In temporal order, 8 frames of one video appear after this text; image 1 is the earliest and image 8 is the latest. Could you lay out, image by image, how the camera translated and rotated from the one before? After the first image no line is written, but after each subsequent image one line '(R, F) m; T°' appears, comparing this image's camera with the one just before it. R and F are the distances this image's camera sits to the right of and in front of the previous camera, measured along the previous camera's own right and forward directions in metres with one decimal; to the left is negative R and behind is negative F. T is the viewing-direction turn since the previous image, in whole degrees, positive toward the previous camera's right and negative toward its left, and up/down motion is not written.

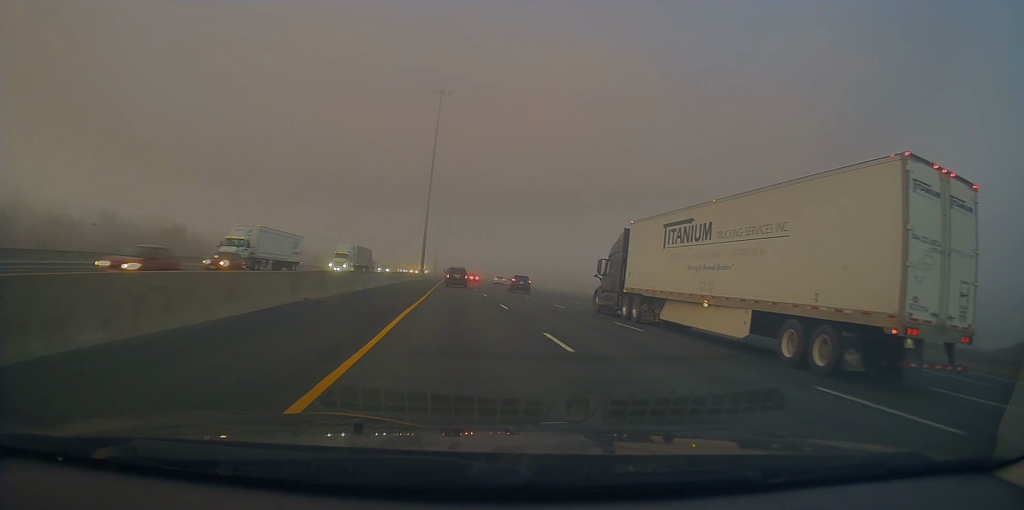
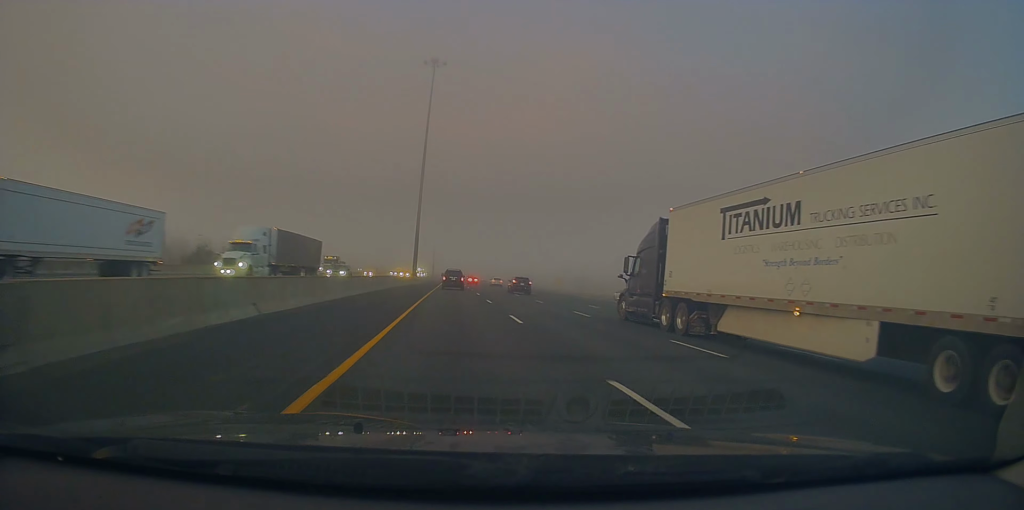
(0.0, +18.4) m; 0°
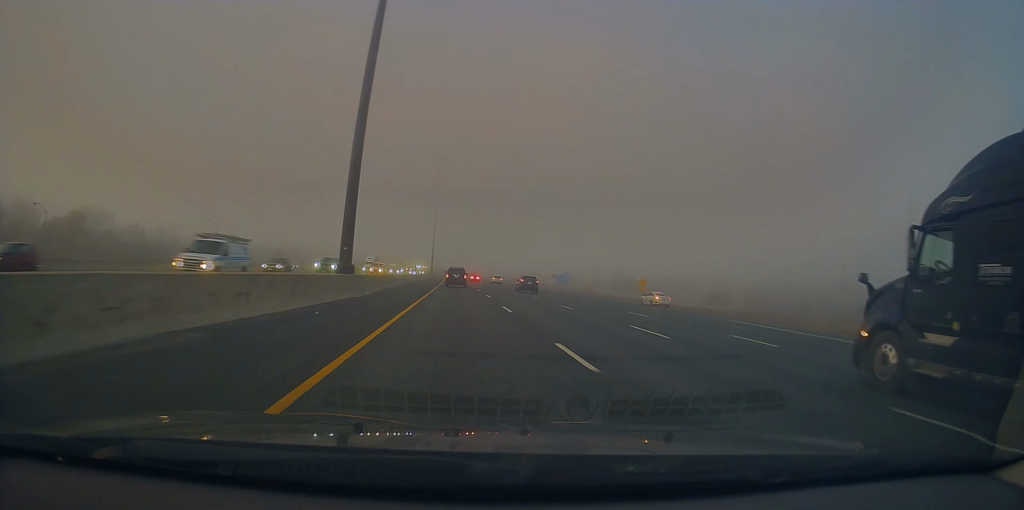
(-1.0, +57.3) m; 0°
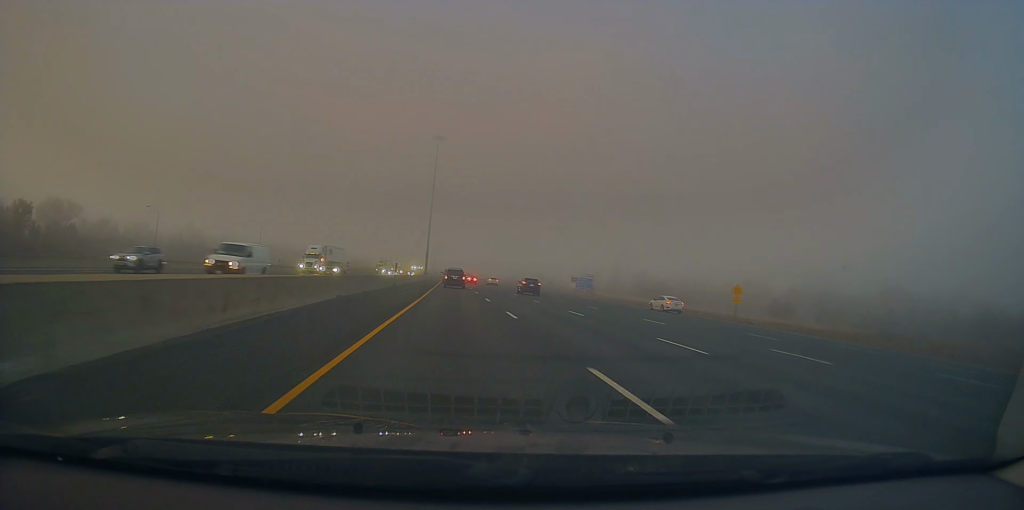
(+0.5, +26.8) m; +1°
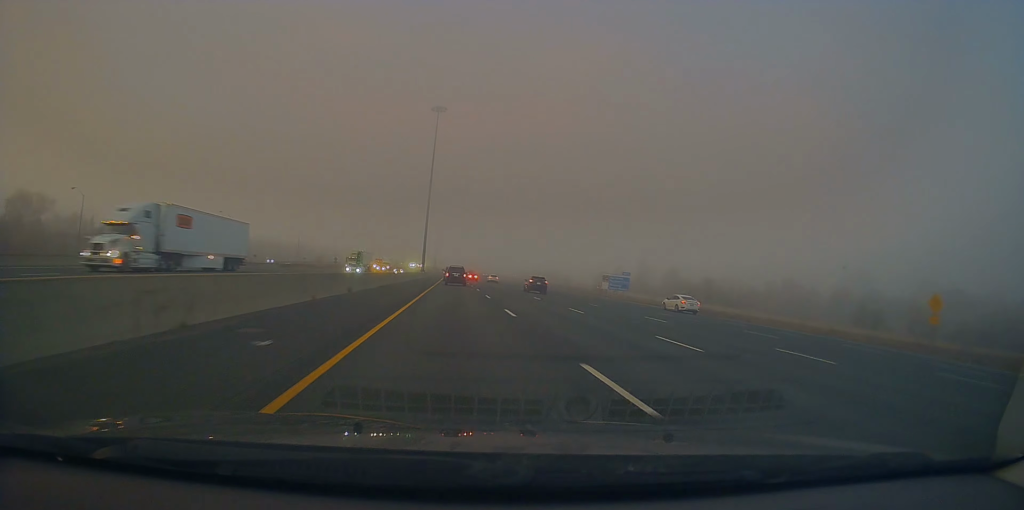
(+0.1, +24.2) m; -1°
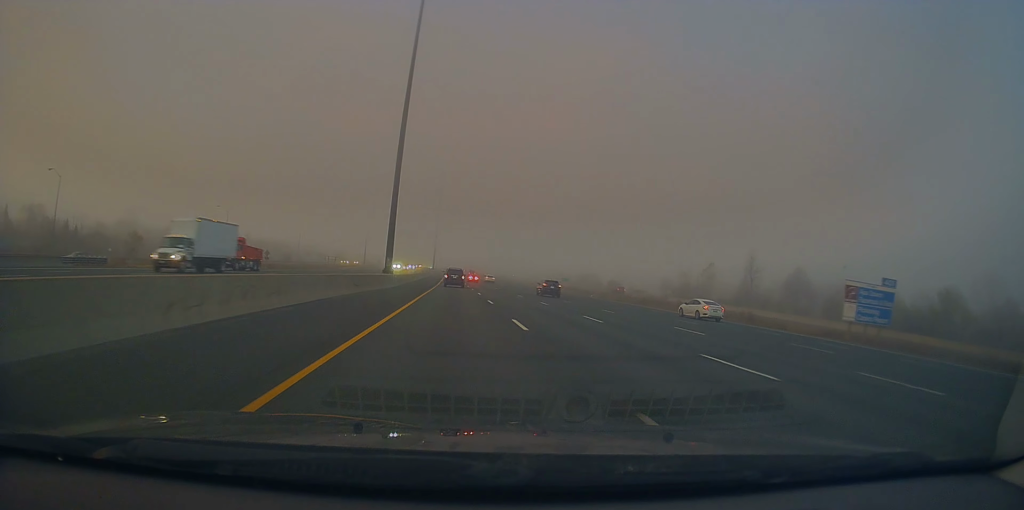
(-1.2, +64.2) m; -1°
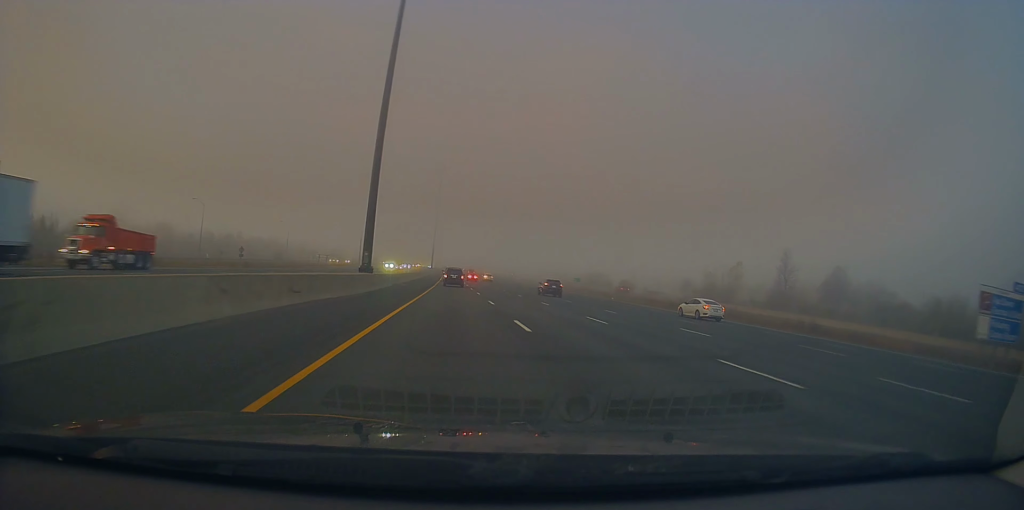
(0.0, +13.1) m; 0°
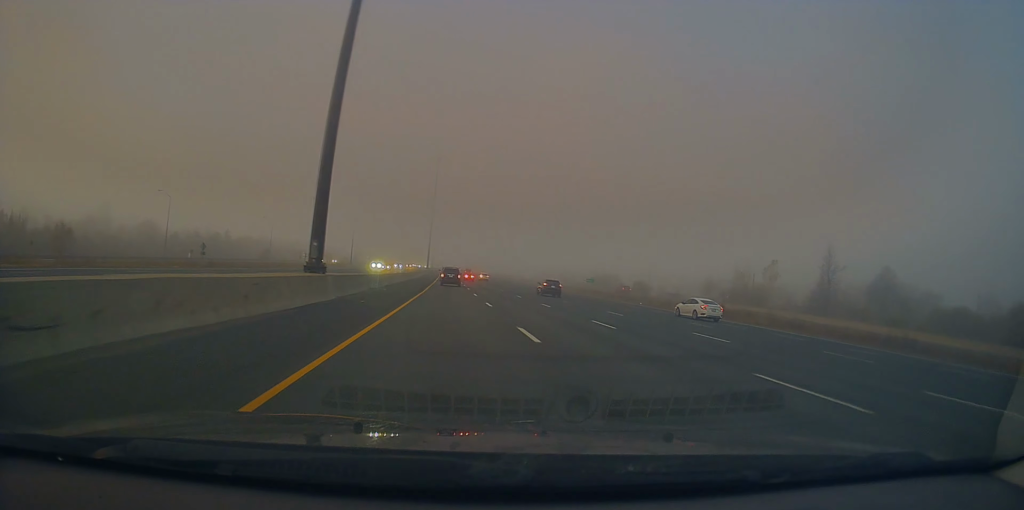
(0.0, +13.7) m; 0°
